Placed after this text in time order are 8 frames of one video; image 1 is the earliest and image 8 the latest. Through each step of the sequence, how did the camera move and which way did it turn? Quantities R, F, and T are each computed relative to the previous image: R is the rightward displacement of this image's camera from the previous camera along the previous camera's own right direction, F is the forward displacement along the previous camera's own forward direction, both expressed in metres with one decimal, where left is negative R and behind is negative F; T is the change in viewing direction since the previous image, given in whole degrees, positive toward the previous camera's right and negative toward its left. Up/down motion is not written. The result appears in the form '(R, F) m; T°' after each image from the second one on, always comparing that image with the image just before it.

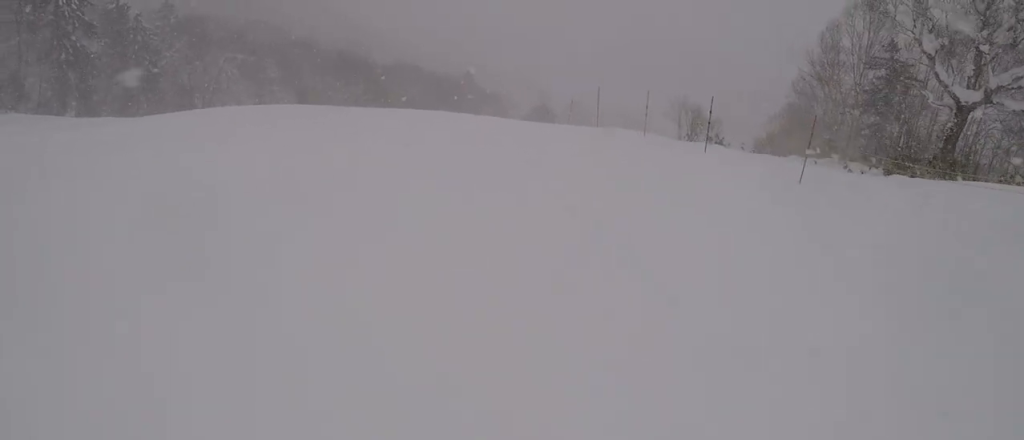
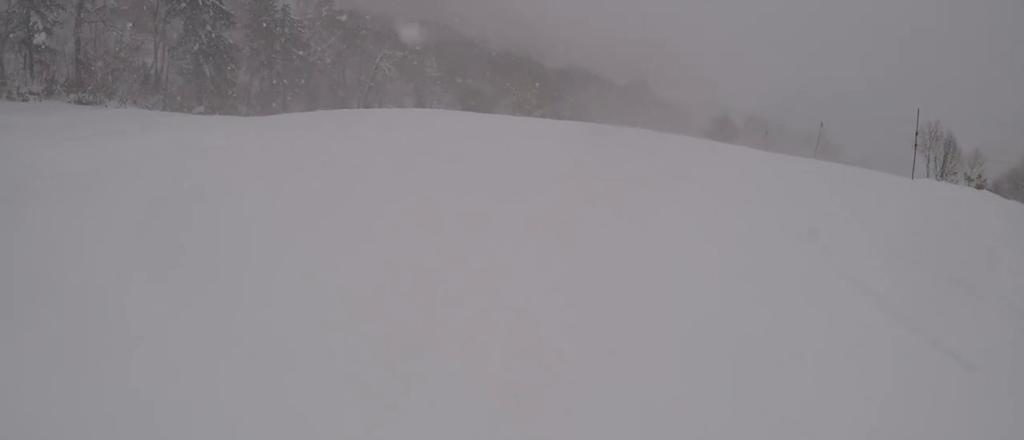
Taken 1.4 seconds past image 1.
(-2.5, +9.4) m; -26°
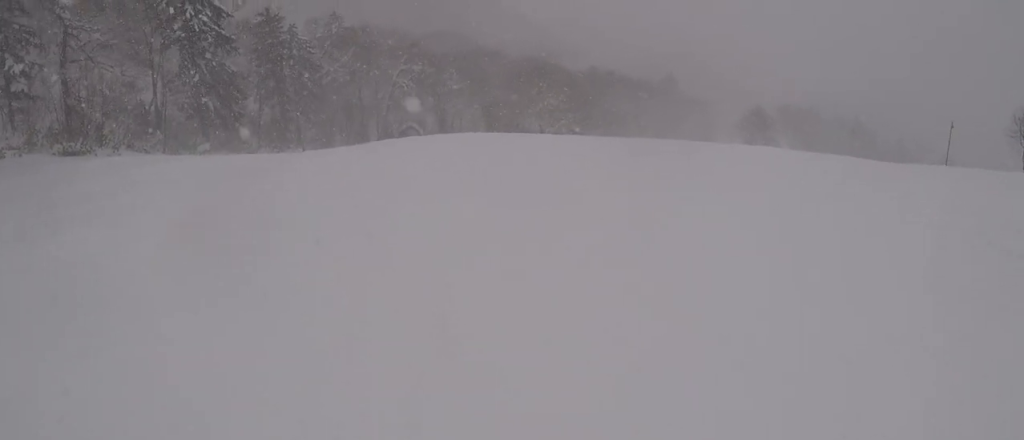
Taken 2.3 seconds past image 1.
(+0.2, +5.9) m; +7°
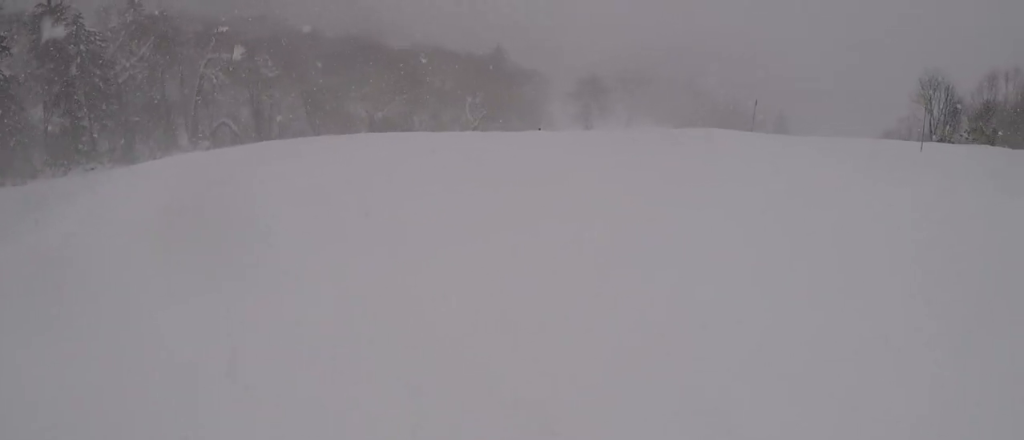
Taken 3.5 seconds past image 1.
(+0.8, +7.1) m; +11°
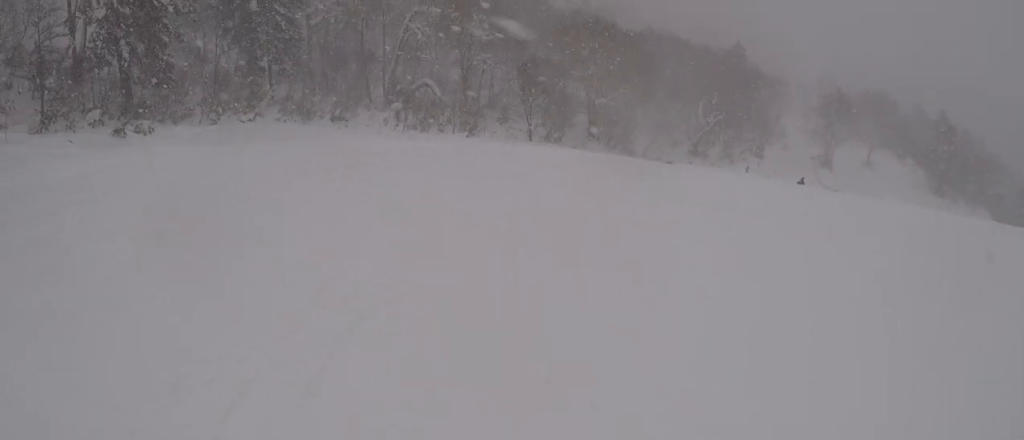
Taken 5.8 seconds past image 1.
(-1.9, +13.9) m; -14°
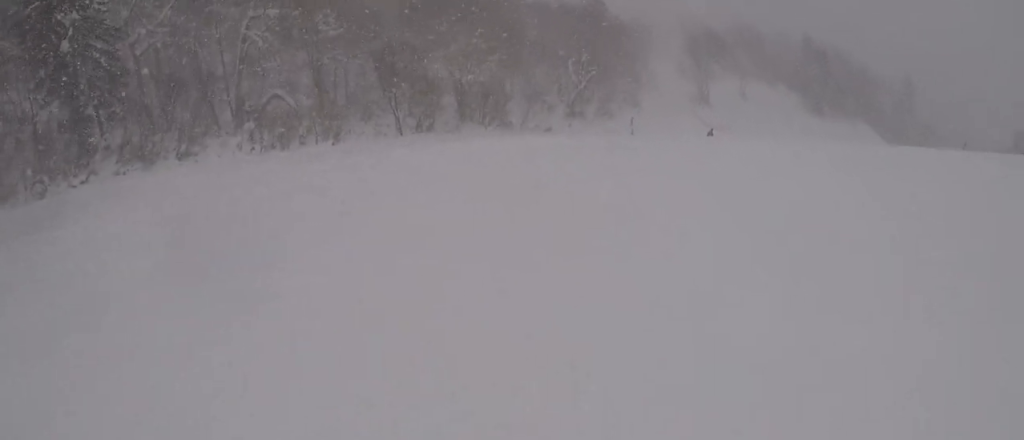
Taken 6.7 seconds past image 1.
(0.0, +4.9) m; +10°
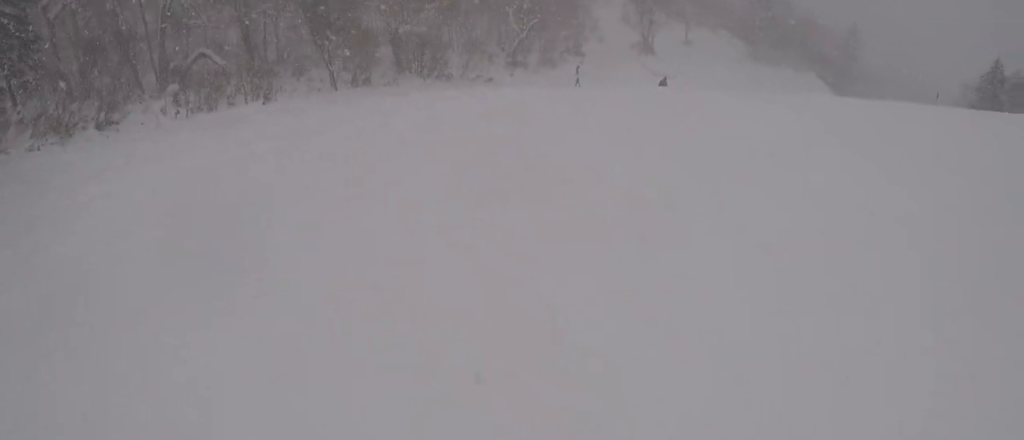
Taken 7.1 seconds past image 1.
(+0.2, +2.4) m; +8°
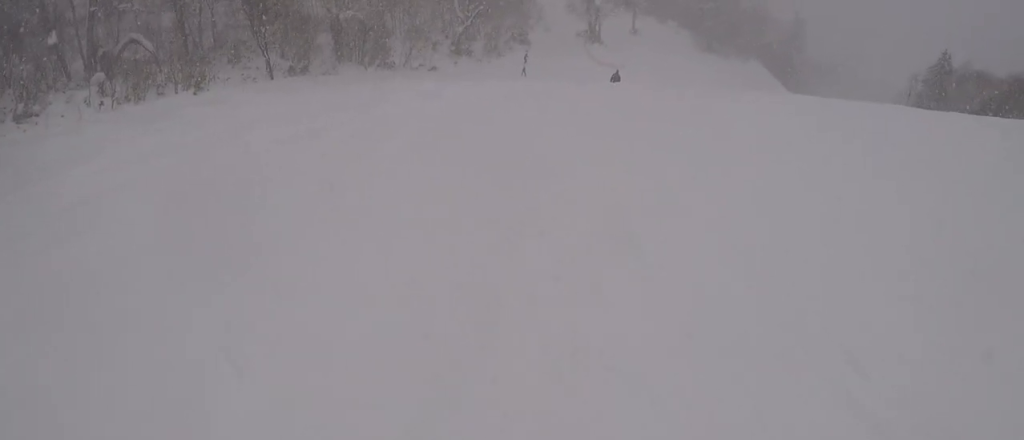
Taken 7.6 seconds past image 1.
(+0.1, +2.6) m; +7°
